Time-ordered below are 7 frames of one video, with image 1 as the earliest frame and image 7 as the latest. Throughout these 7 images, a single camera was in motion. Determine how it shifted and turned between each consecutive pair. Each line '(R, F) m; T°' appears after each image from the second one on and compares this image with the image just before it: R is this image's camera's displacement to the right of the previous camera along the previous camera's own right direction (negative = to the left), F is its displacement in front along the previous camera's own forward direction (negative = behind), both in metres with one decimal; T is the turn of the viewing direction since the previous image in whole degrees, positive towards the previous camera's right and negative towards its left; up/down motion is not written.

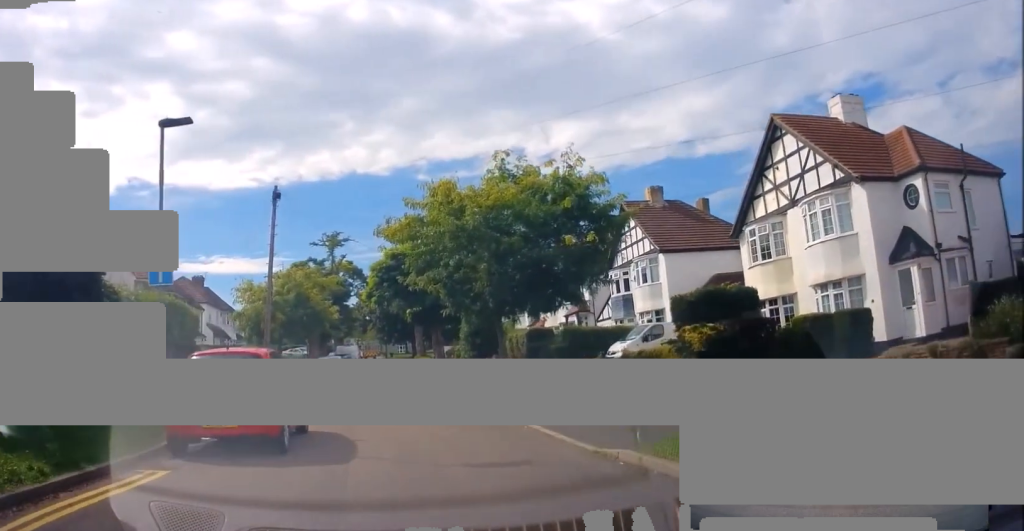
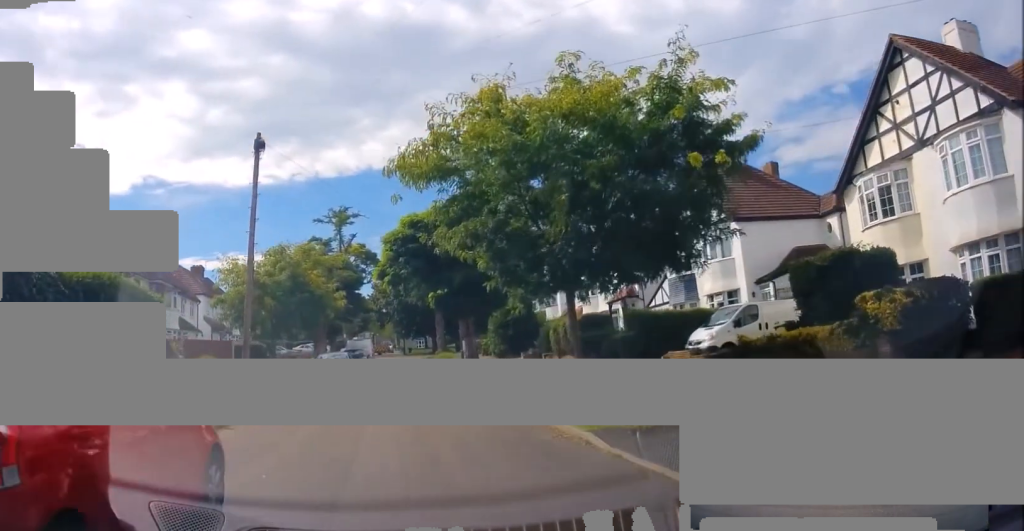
(+0.2, +6.1) m; +2°
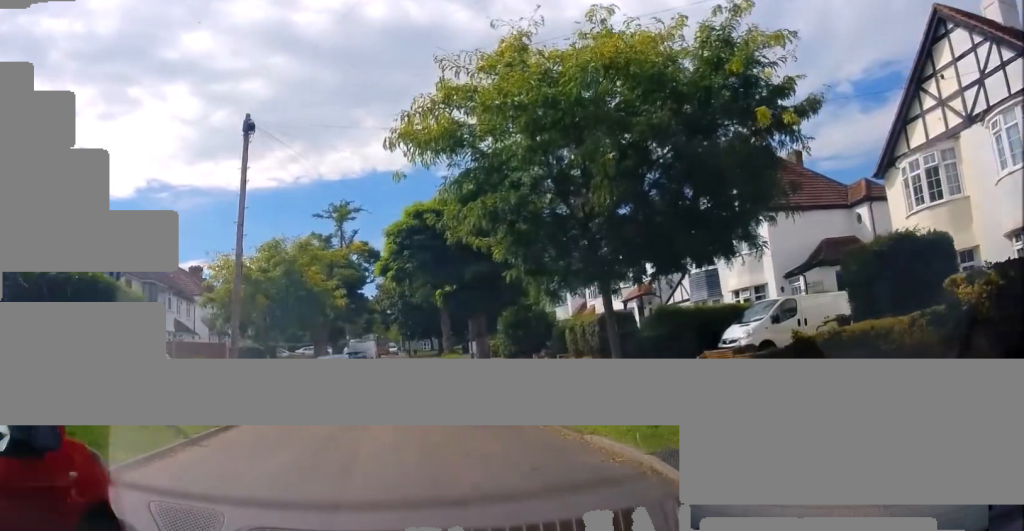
(+0.1, +2.0) m; -3°
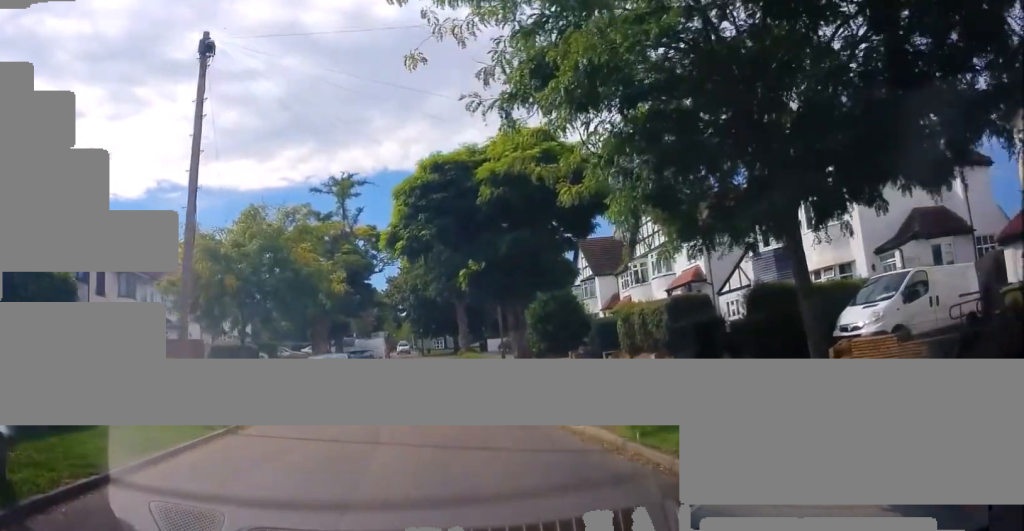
(-0.7, +5.4) m; -6°
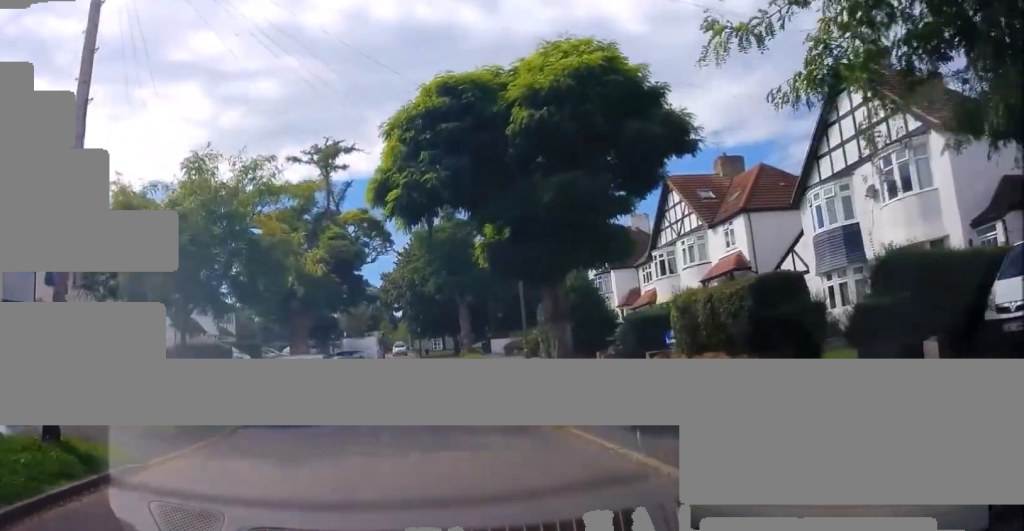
(+0.4, +5.1) m; +2°
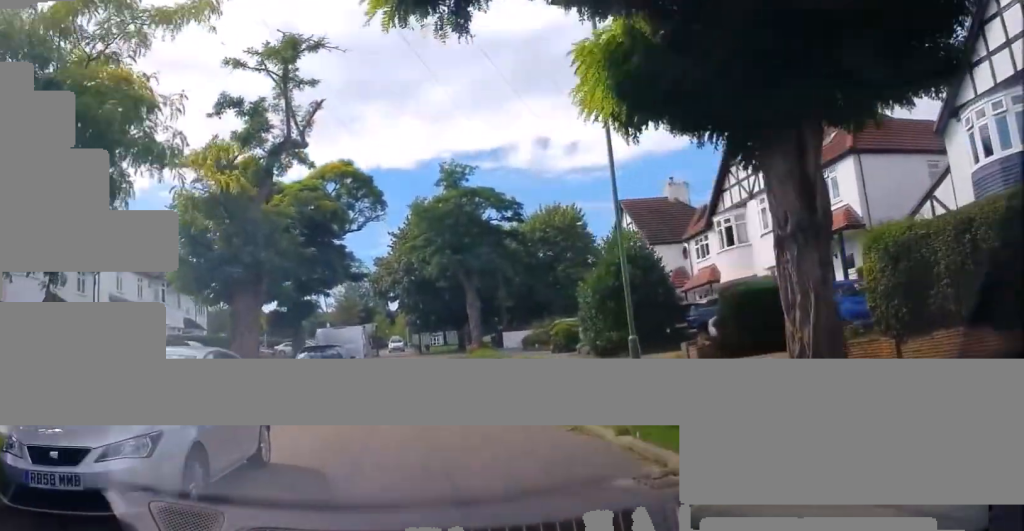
(+0.3, +8.3) m; +3°
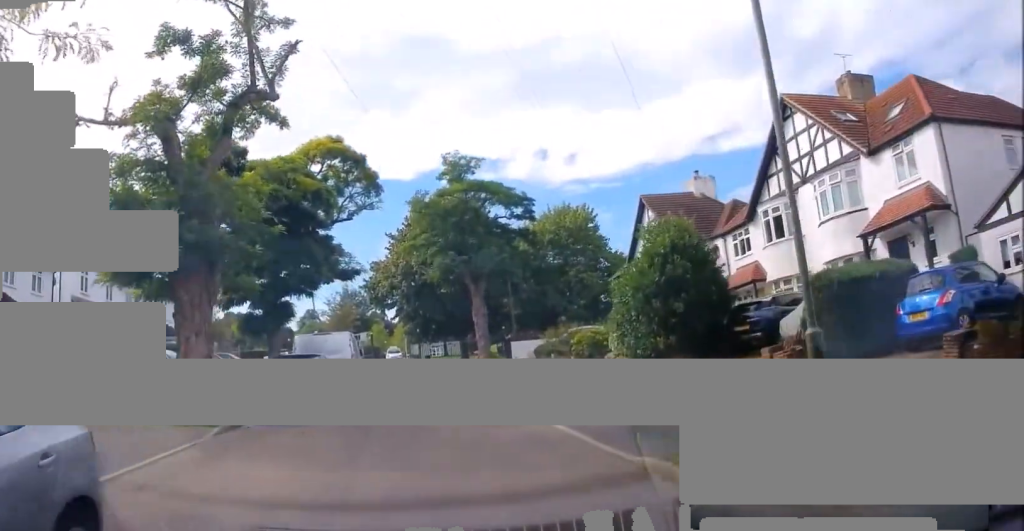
(-0.4, +4.5) m; 0°
